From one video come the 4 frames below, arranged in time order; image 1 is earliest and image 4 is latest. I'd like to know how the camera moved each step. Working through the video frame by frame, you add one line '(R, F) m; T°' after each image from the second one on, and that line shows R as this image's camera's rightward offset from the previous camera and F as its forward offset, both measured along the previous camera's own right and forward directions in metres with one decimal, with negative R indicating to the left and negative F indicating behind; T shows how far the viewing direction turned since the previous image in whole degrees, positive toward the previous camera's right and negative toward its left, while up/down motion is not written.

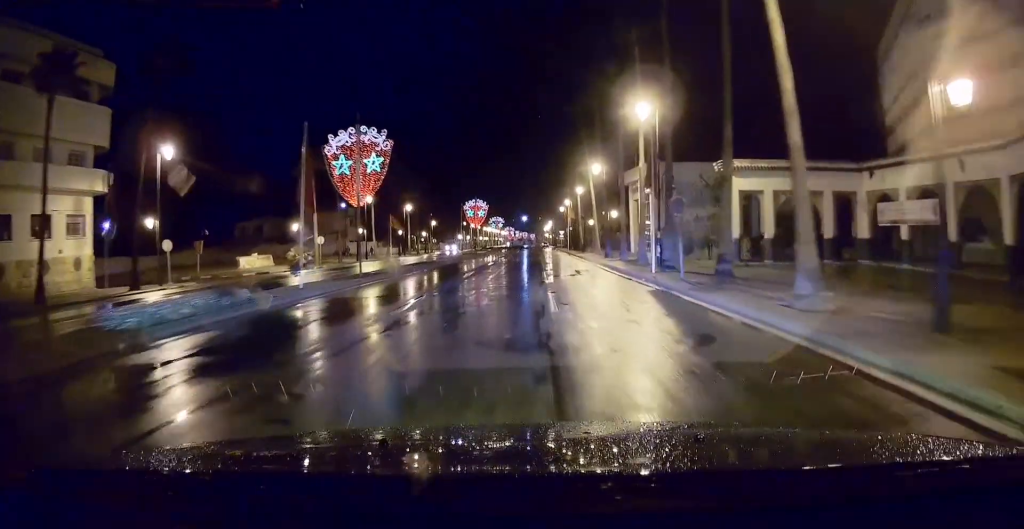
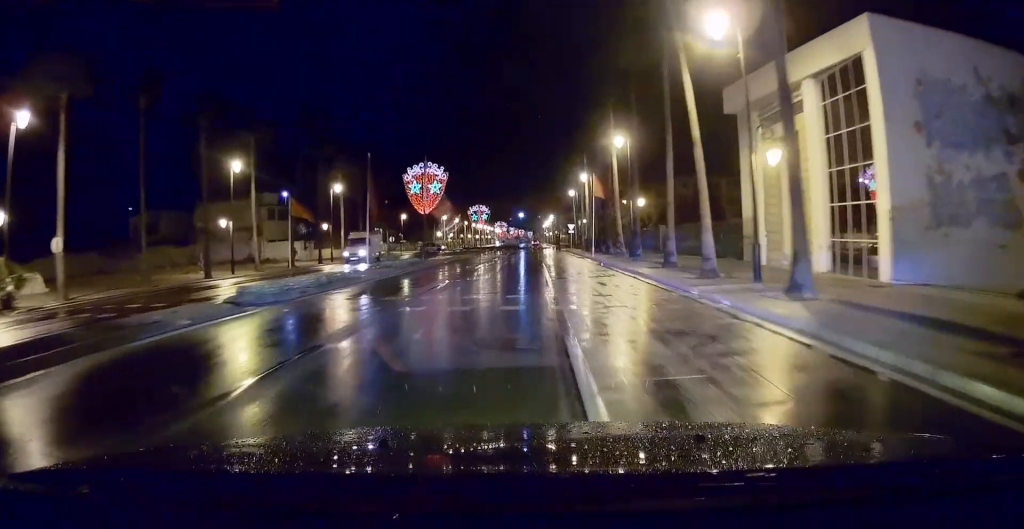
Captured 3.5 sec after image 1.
(+1.0, +33.9) m; +1°
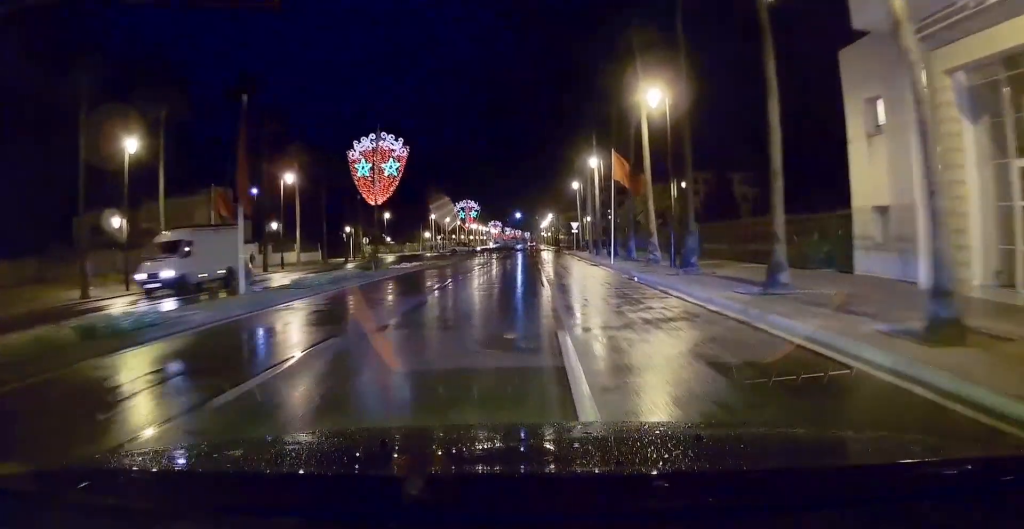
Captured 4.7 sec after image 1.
(-0.1, +11.8) m; 0°
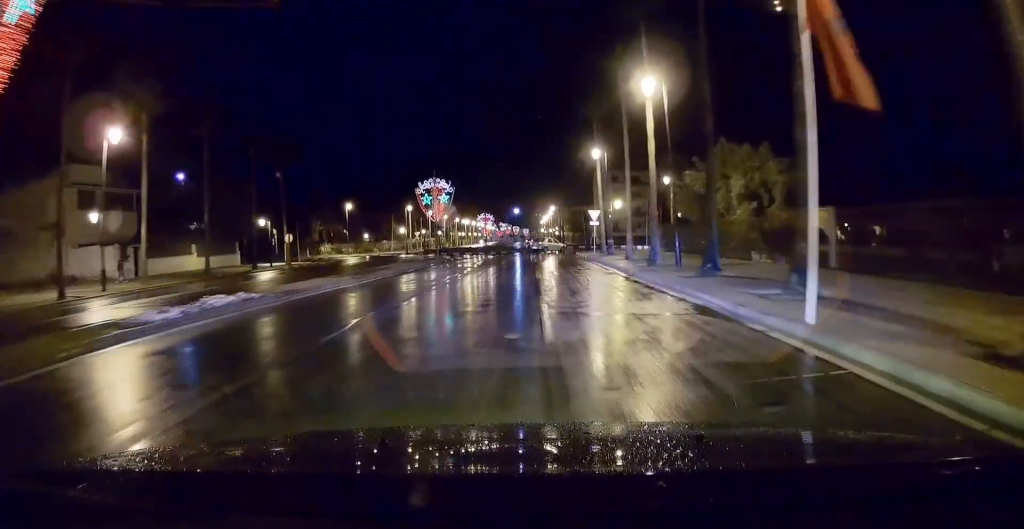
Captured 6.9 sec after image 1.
(+0.2, +22.0) m; +1°
